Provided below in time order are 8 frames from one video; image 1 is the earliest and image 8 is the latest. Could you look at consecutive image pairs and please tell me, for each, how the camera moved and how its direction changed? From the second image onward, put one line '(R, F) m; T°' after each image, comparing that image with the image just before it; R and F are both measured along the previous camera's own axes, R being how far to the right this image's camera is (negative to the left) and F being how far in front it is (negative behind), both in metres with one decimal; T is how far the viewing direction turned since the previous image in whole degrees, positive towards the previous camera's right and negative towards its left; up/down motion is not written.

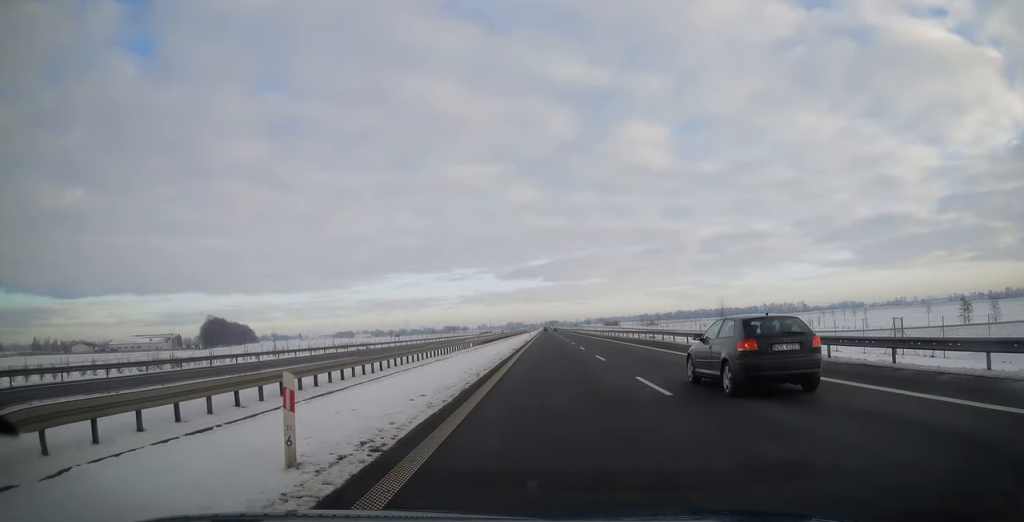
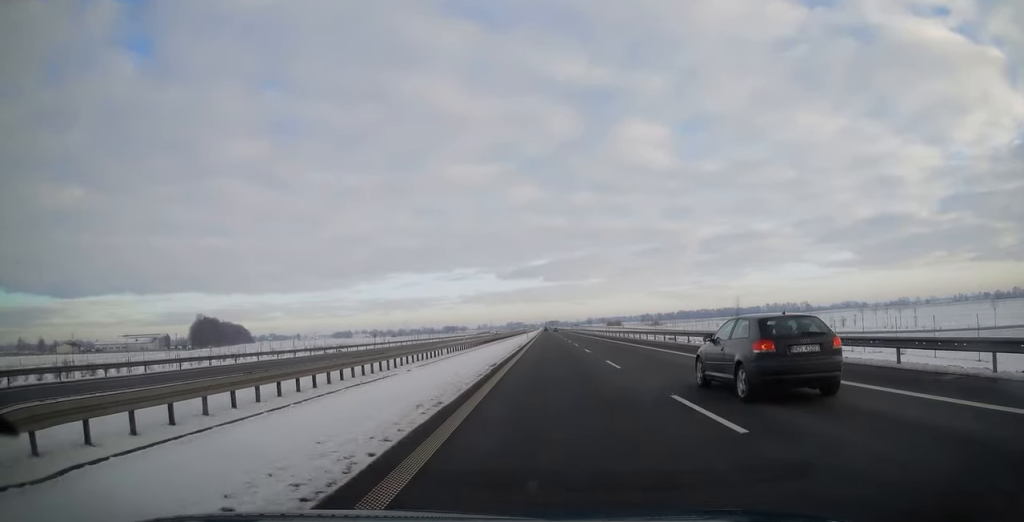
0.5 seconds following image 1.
(+0.1, +16.1) m; 0°
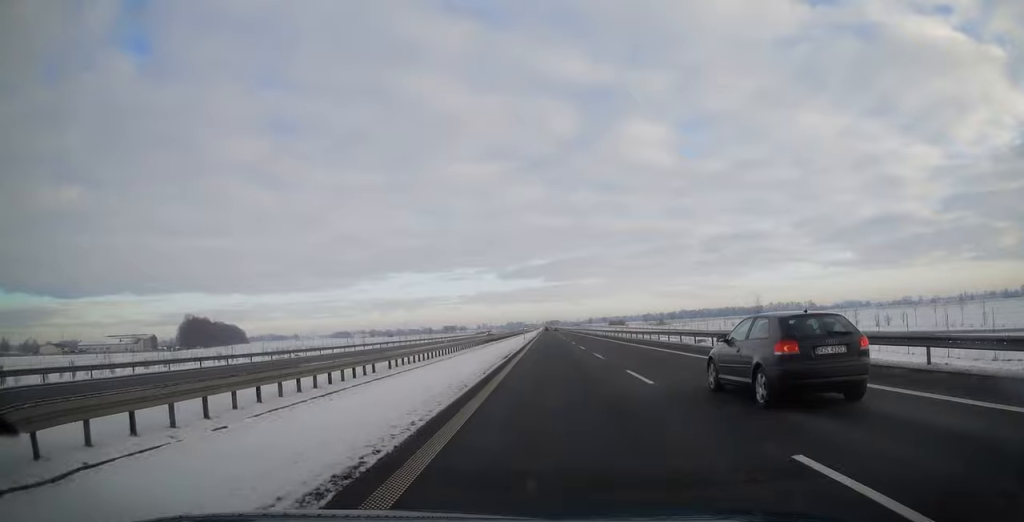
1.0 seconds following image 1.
(-0.2, +17.2) m; 0°
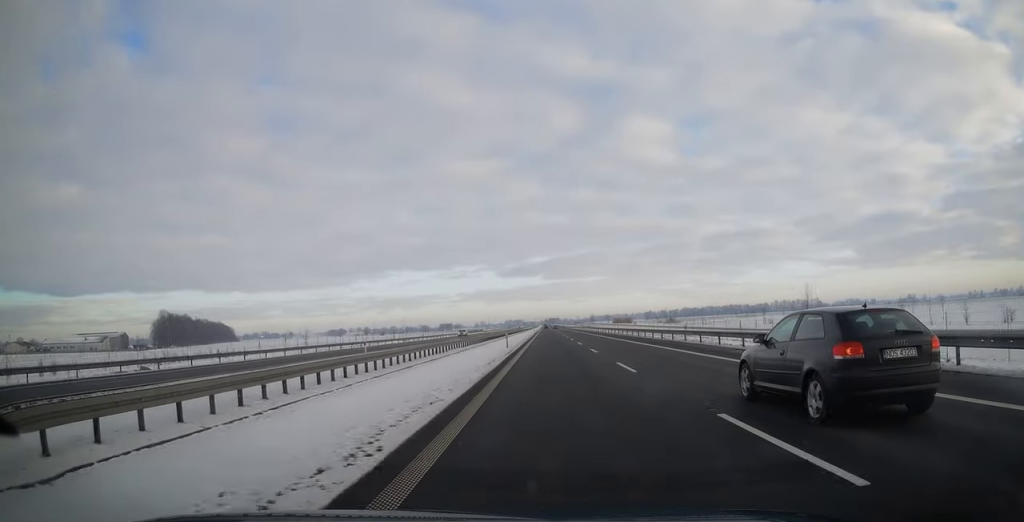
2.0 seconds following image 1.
(-0.1, +32.8) m; 0°
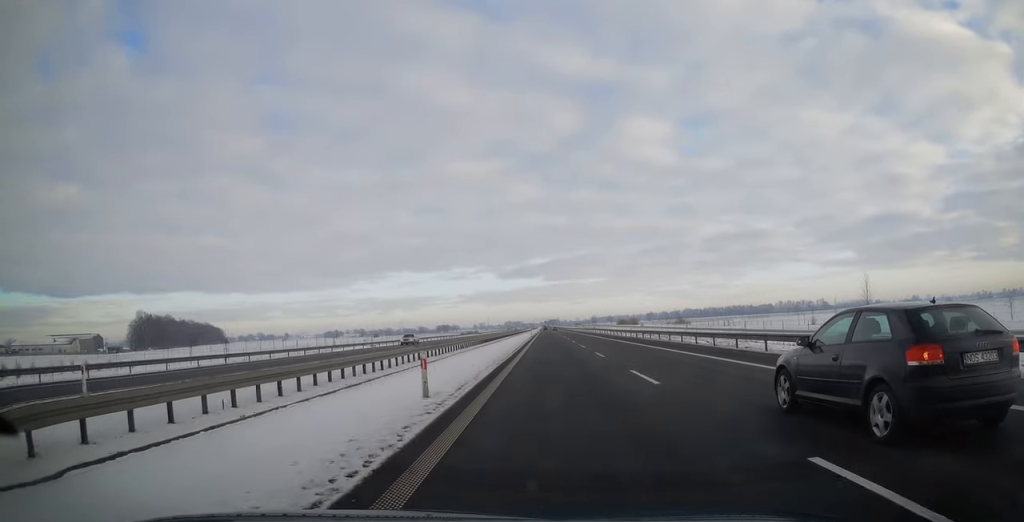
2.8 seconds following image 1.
(+0.1, +26.8) m; 0°
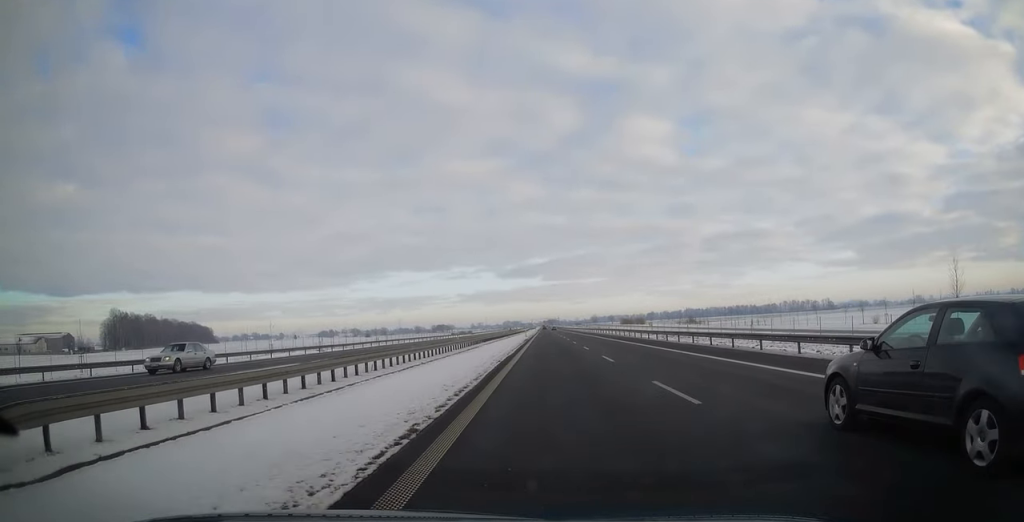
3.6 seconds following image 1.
(+0.2, +27.5) m; 0°
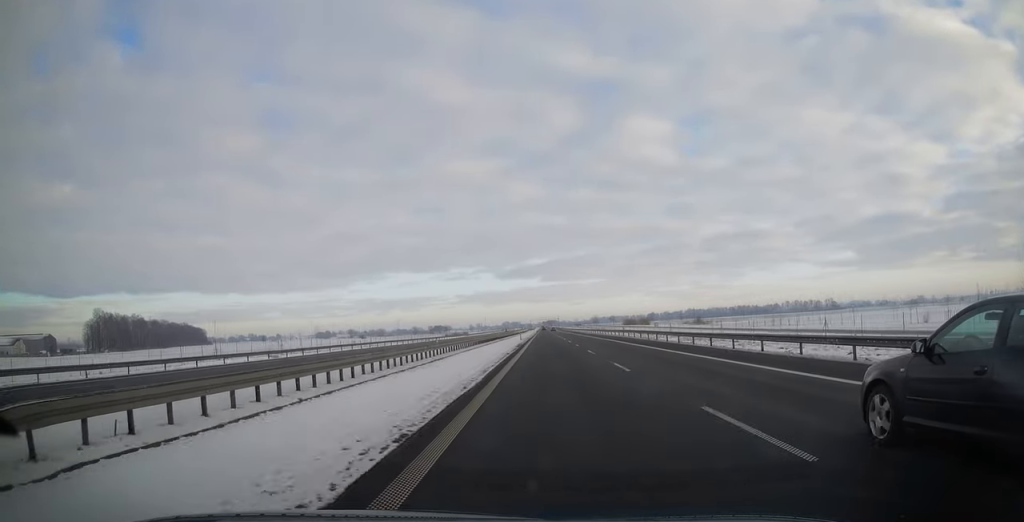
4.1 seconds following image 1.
(-0.2, +16.3) m; 0°
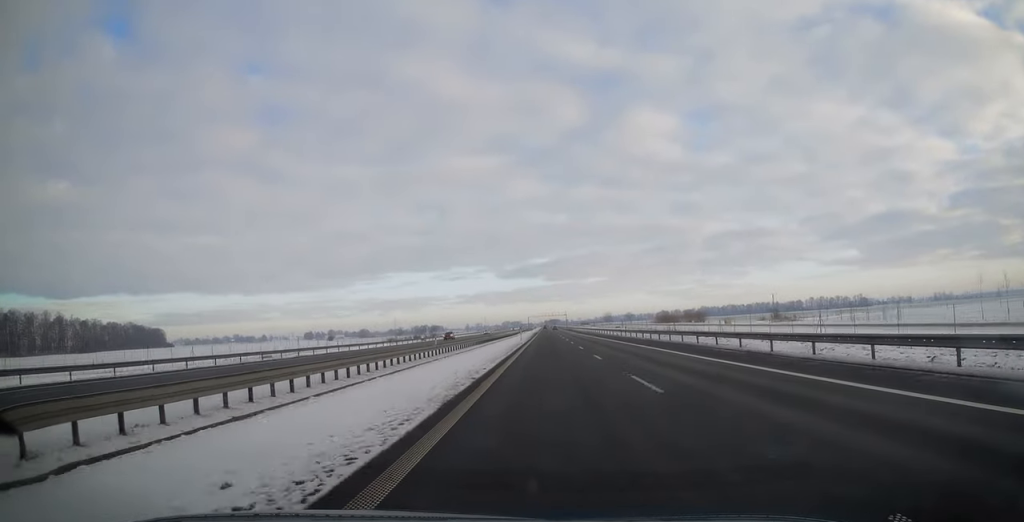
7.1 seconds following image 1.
(+0.4, +101.1) m; 0°
